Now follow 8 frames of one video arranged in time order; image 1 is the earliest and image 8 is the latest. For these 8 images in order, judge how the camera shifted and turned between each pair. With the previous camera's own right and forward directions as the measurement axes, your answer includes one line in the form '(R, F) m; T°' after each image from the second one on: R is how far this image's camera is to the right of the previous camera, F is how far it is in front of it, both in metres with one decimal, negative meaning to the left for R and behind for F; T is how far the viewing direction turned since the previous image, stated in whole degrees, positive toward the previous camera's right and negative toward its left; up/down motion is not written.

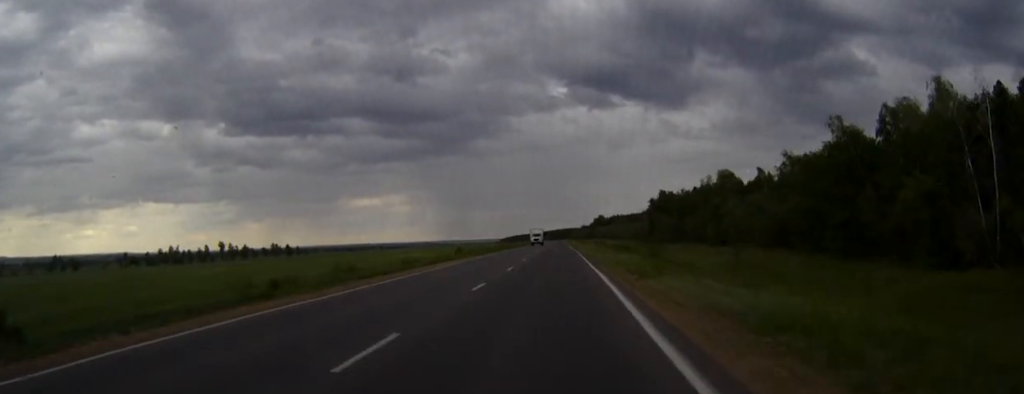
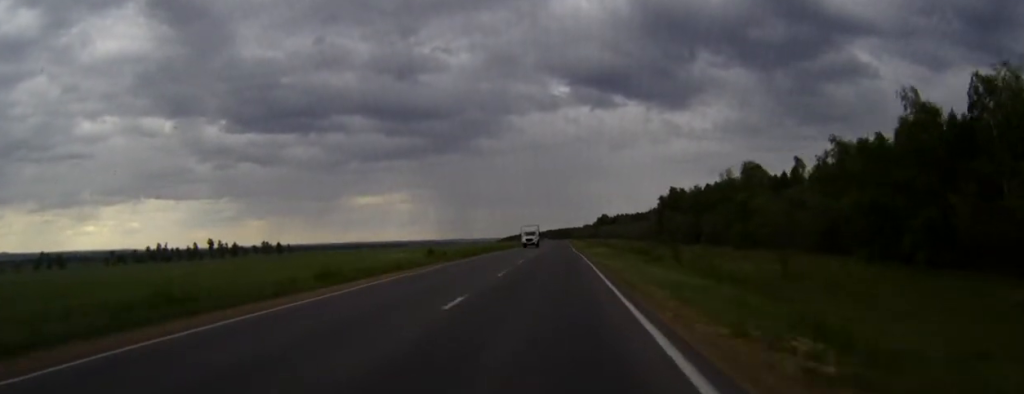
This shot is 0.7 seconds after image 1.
(0.0, +16.8) m; 0°
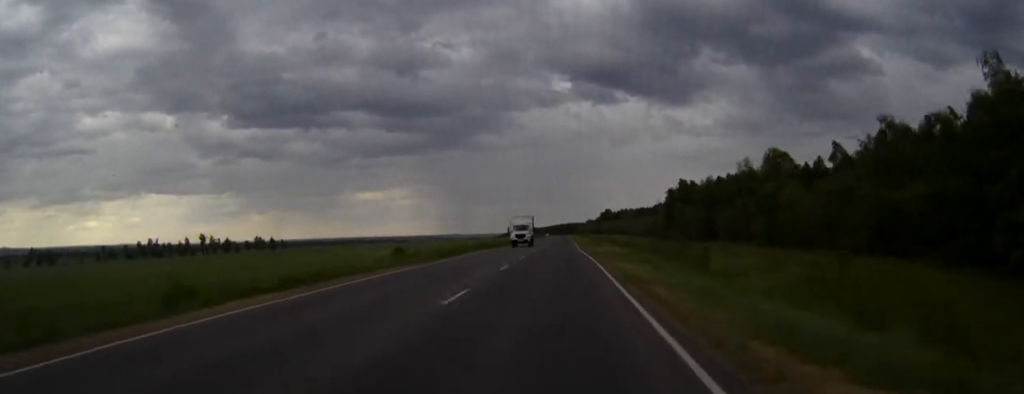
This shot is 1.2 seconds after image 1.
(0.0, +12.8) m; 0°
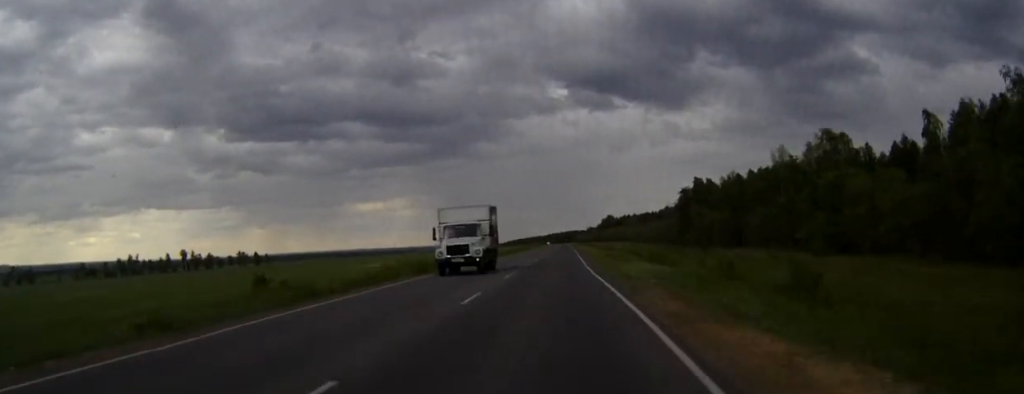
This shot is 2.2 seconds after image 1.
(0.0, +22.4) m; 0°
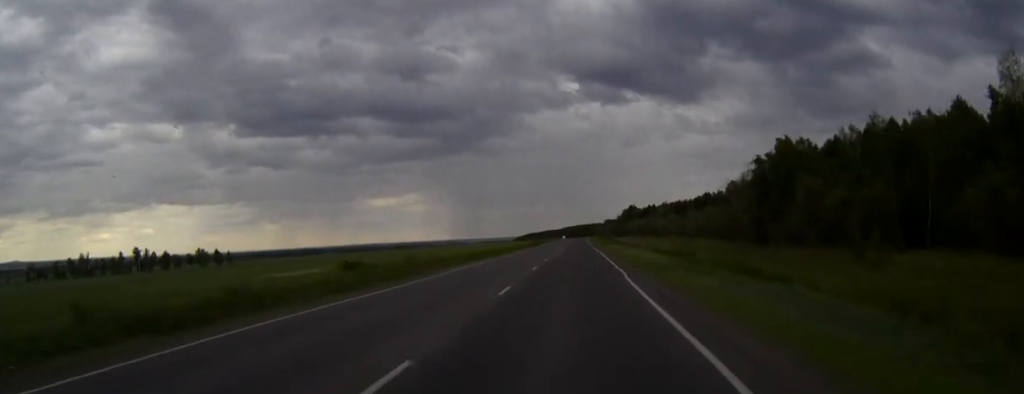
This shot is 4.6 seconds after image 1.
(-0.5, +59.2) m; -1°
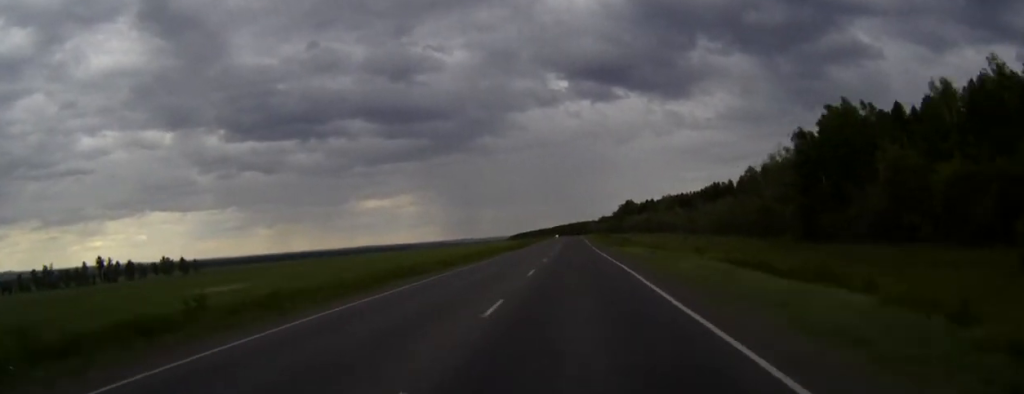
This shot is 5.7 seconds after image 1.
(0.0, +25.7) m; 0°
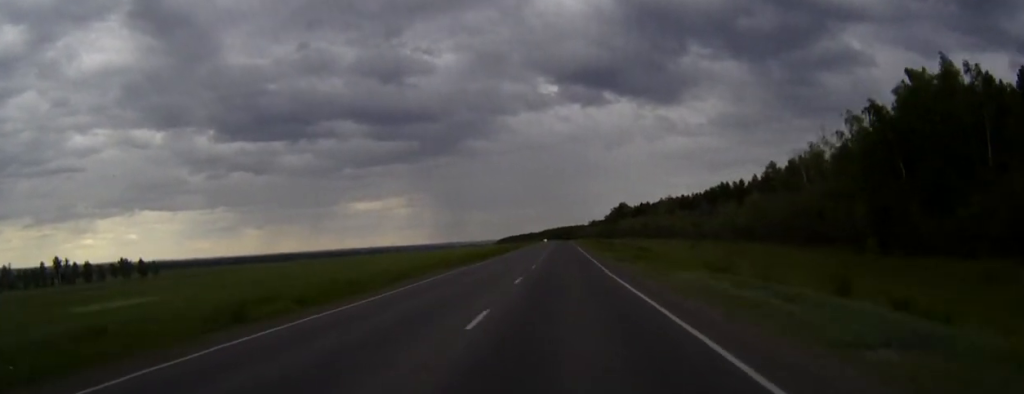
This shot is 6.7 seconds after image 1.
(+0.1, +24.9) m; 0°
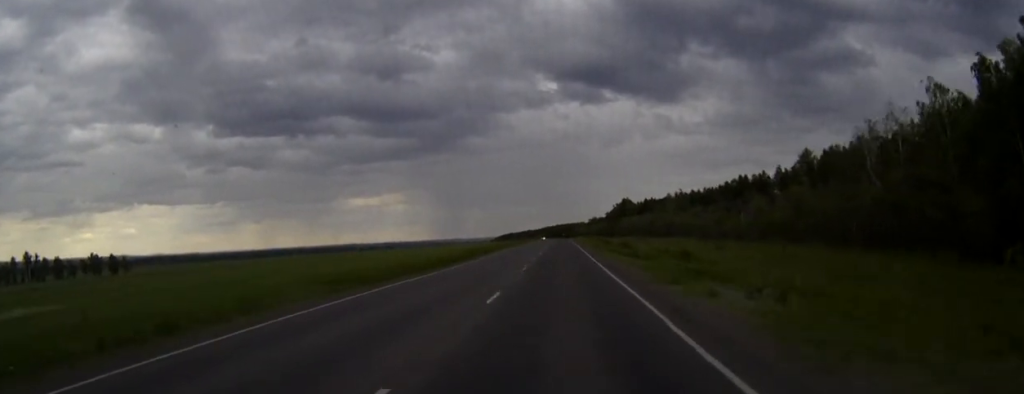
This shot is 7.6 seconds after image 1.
(+0.1, +20.1) m; 0°
